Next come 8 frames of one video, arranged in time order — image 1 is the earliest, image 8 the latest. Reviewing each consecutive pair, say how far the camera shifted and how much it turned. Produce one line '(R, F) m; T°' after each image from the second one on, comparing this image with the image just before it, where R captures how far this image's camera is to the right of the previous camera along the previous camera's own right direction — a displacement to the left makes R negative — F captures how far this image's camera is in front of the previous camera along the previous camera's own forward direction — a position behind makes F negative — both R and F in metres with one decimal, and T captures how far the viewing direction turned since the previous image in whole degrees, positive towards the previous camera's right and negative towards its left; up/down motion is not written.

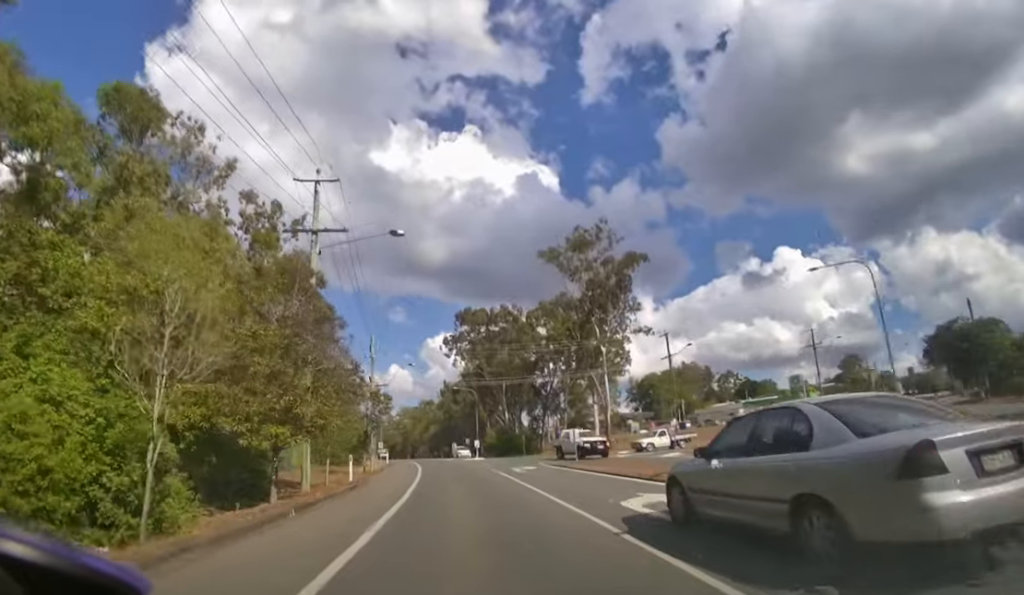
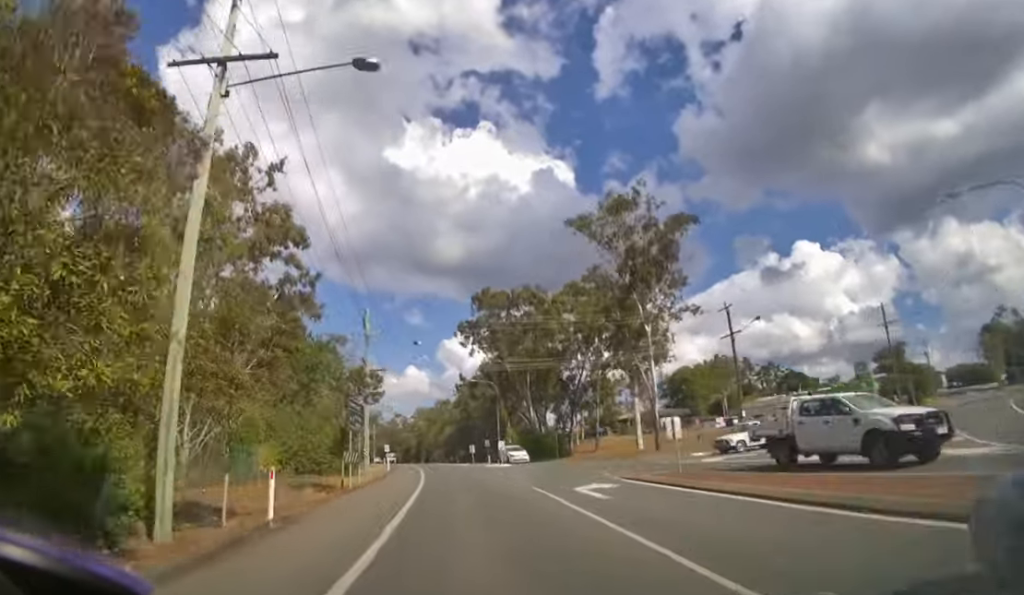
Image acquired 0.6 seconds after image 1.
(-0.1, +8.3) m; -2°
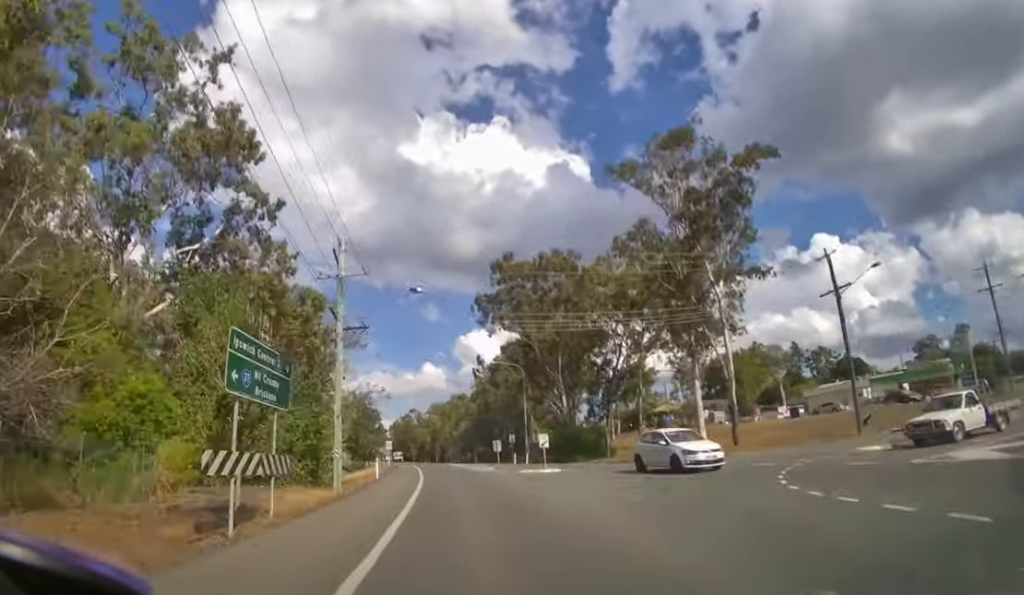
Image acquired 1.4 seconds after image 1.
(-0.1, +9.9) m; -2°
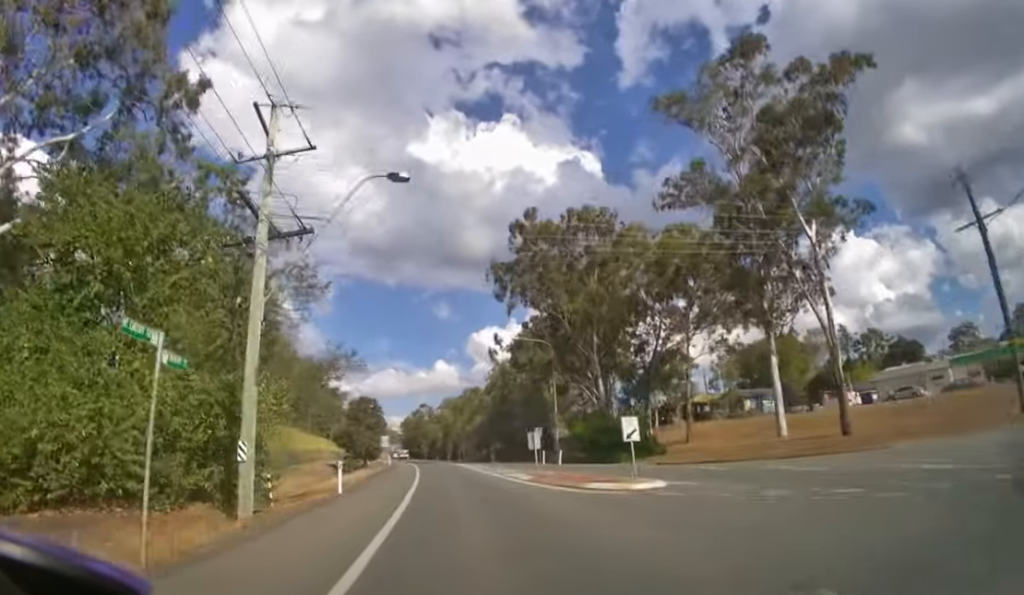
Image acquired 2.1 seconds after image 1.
(-0.1, +10.6) m; -2°
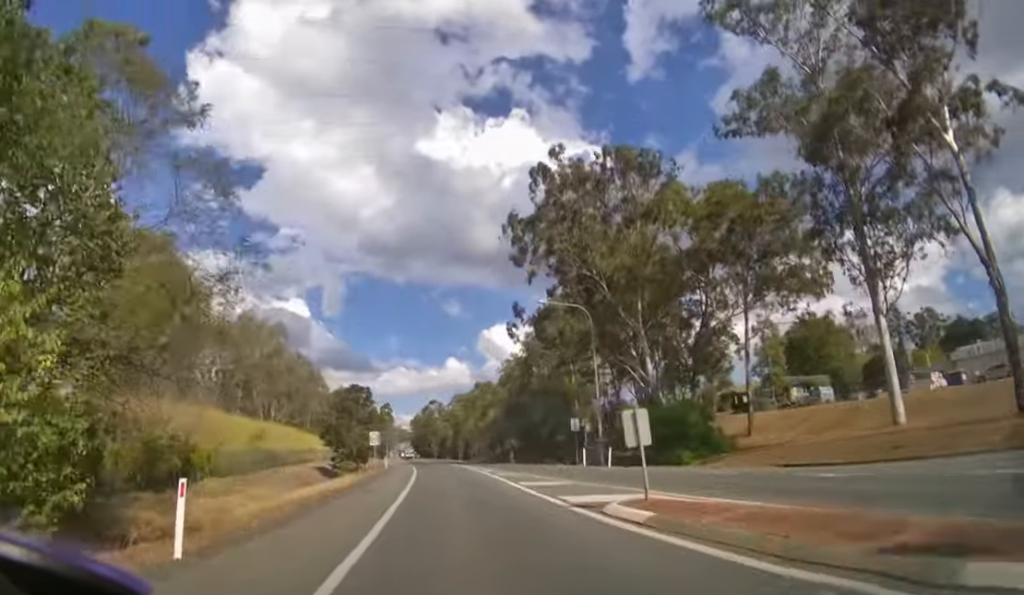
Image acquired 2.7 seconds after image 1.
(-0.2, +10.6) m; -2°
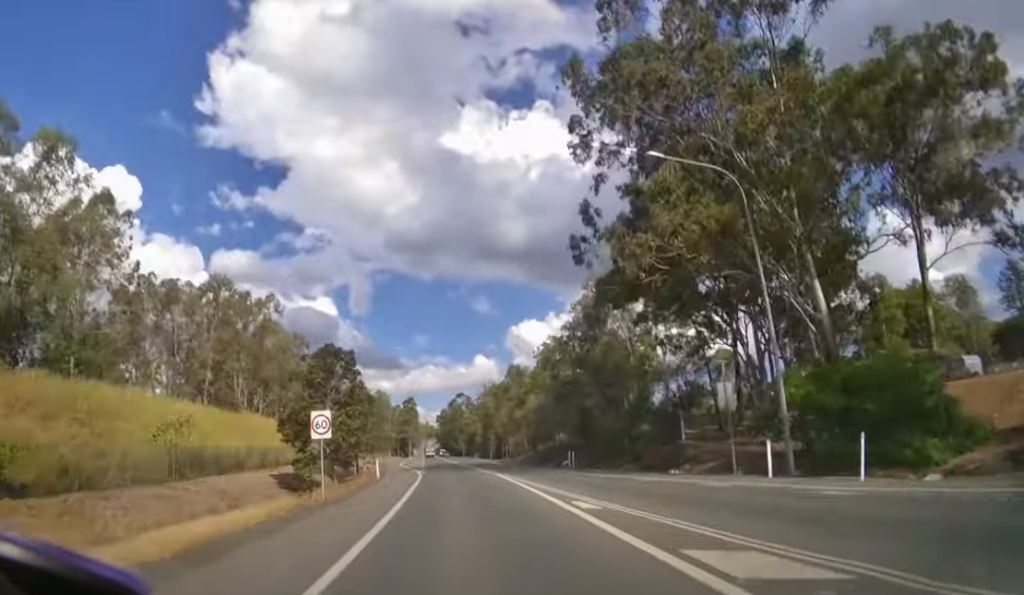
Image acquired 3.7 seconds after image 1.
(-0.4, +19.1) m; -2°
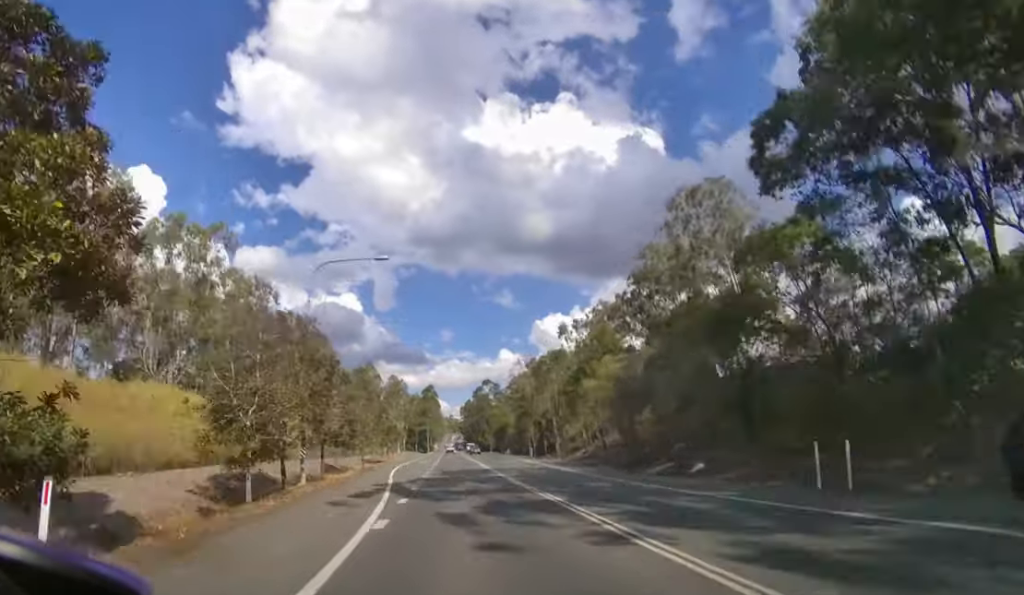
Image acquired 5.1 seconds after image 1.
(-0.7, +27.2) m; -3°
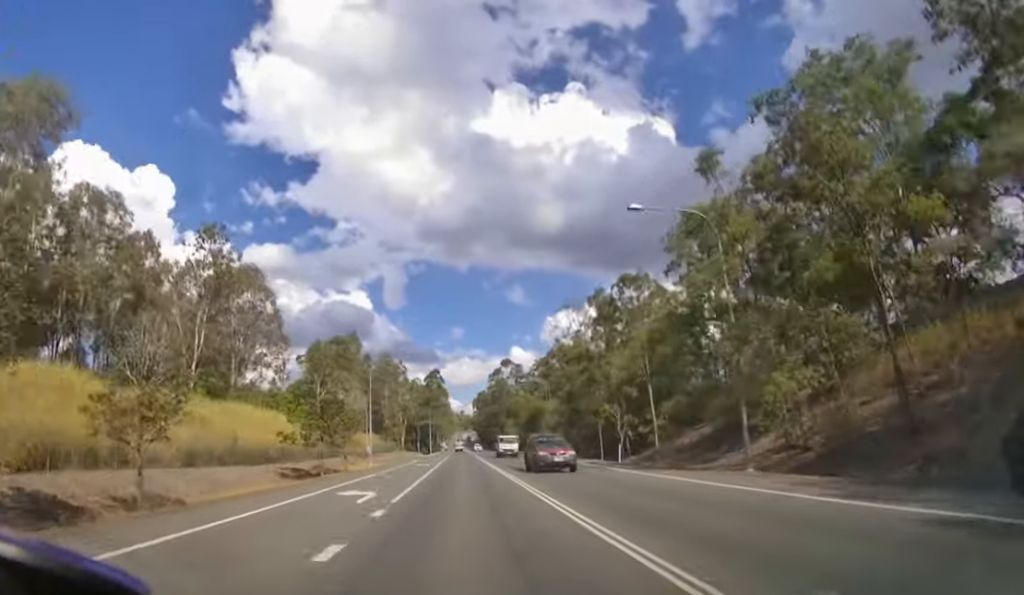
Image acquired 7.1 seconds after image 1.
(-0.9, +36.0) m; -2°
